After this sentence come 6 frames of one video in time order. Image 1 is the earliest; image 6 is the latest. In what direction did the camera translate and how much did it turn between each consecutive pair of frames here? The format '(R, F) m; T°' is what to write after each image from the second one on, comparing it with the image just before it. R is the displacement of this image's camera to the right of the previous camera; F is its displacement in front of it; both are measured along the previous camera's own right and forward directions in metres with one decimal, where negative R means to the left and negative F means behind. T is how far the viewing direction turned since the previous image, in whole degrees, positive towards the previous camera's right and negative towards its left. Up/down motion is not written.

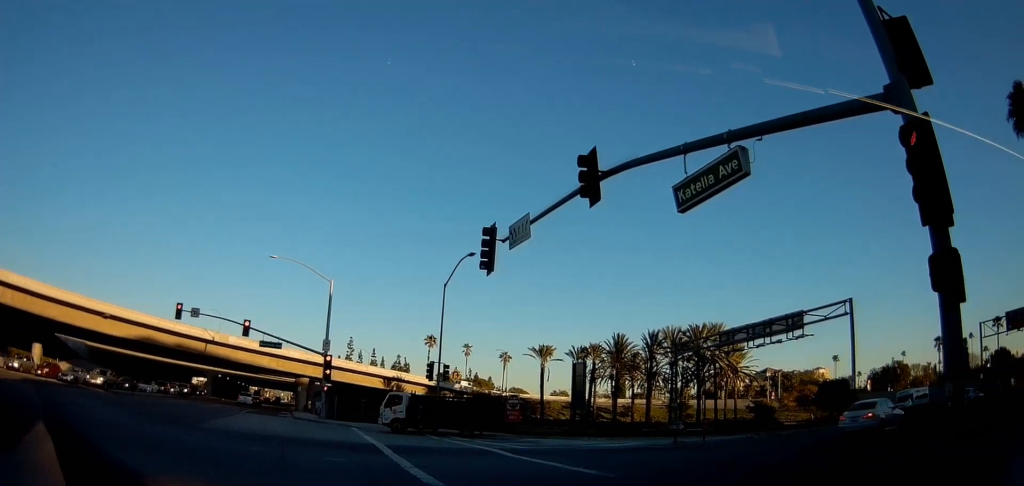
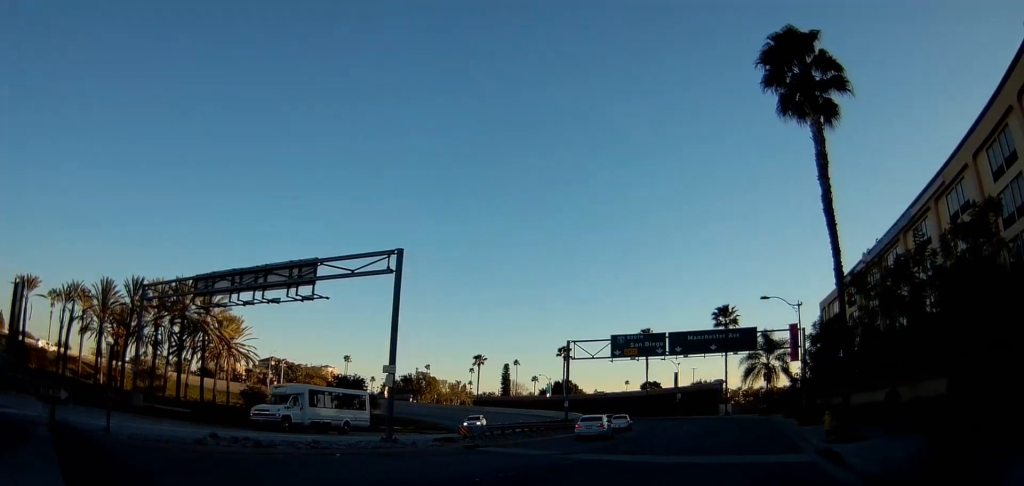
(+5.6, +11.4) m; +50°
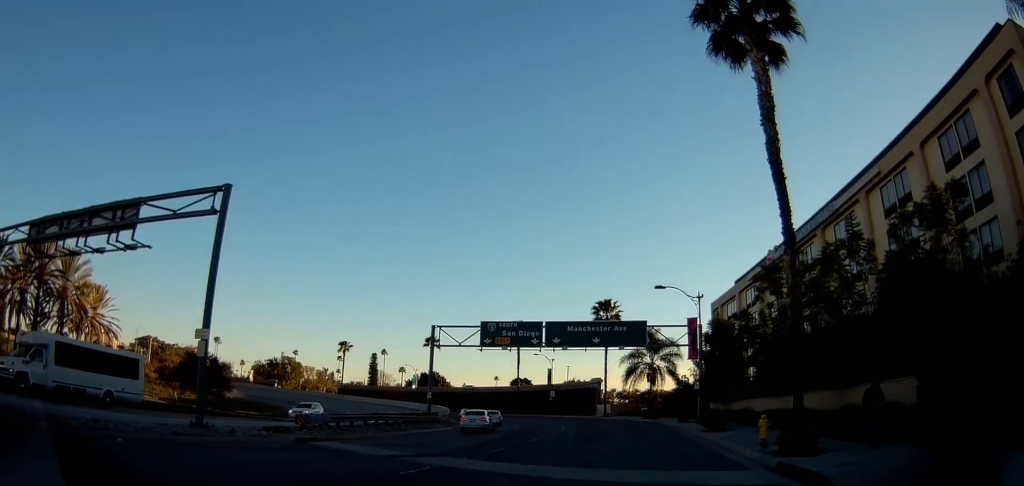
(+0.8, +5.1) m; +10°
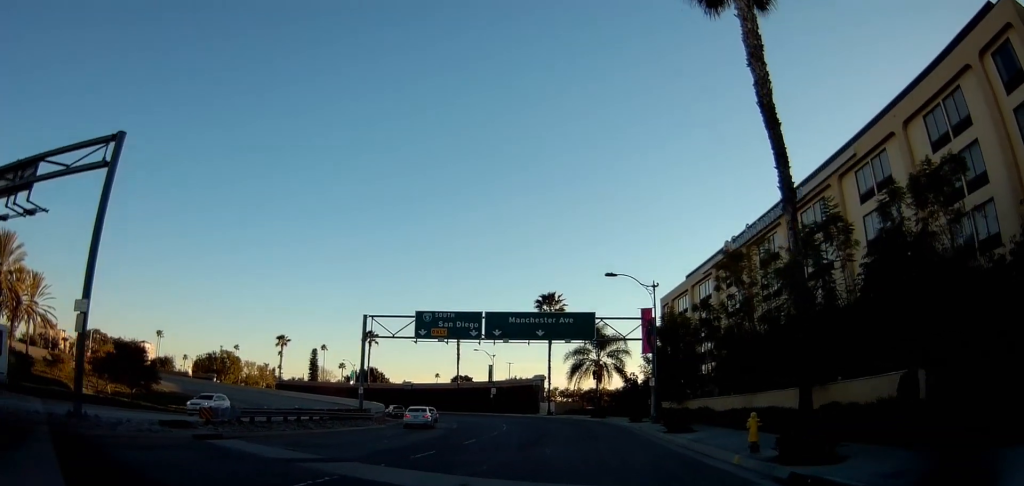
(0.0, +3.2) m; +5°
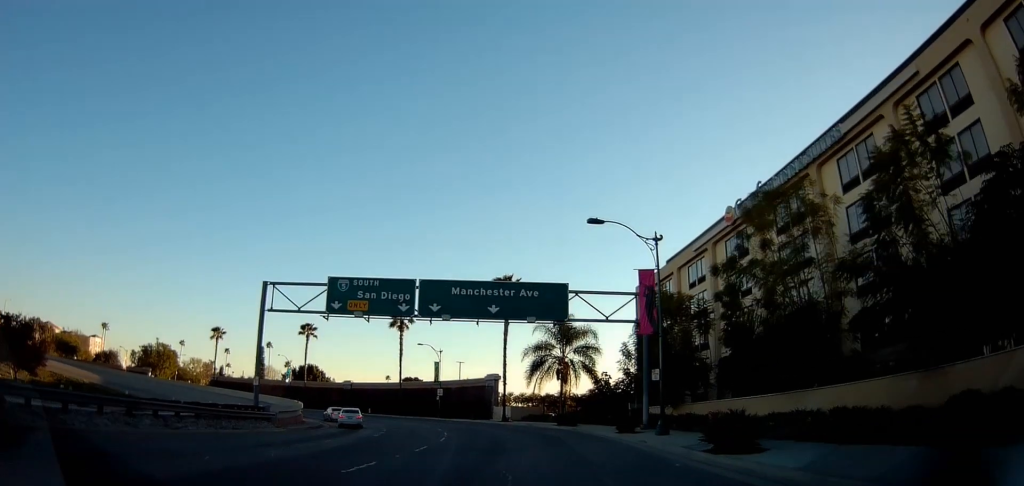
(+0.9, +11.0) m; +5°
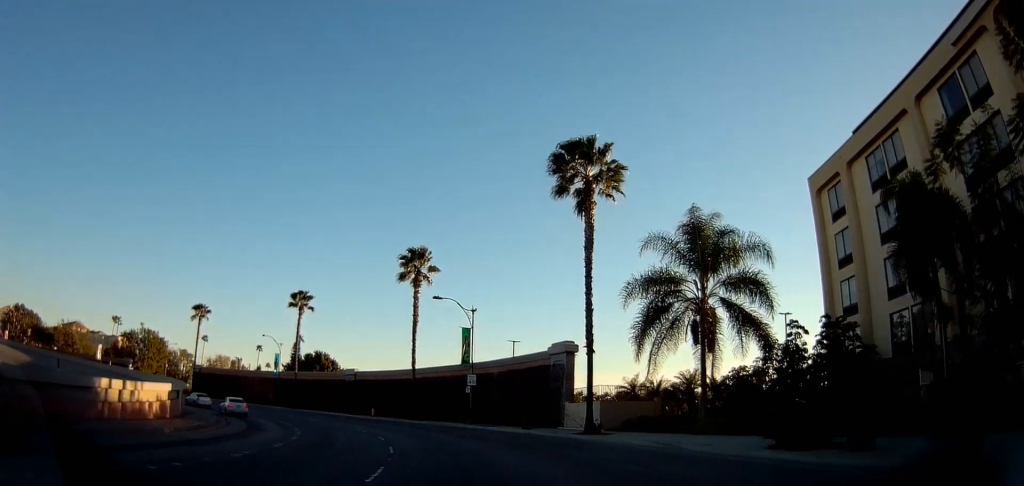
(+1.1, +30.5) m; -2°
